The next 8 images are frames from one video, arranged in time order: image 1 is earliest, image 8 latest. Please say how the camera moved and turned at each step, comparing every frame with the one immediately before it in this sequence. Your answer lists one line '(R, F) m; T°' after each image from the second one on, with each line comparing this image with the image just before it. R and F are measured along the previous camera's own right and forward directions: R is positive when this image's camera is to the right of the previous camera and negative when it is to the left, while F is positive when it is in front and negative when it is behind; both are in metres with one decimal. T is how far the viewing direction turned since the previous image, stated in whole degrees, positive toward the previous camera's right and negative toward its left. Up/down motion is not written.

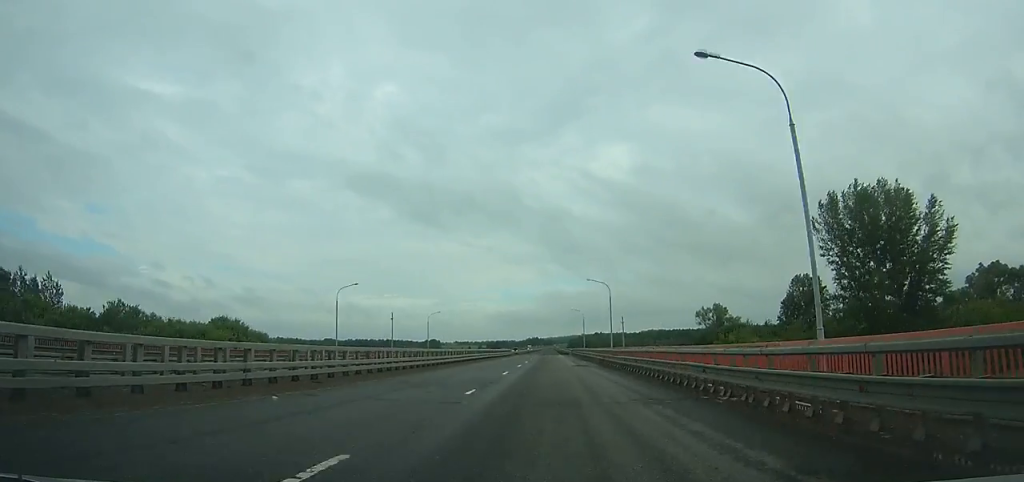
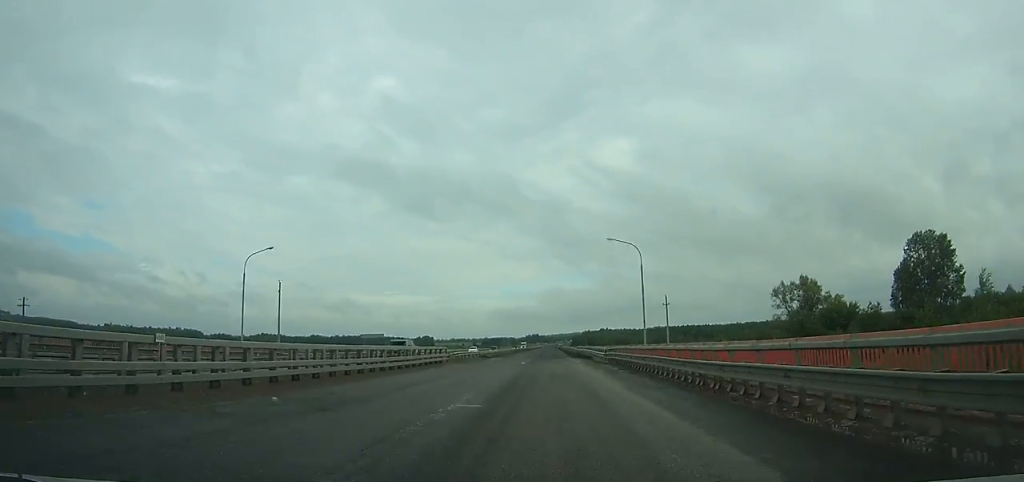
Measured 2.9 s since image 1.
(+0.3, +68.8) m; 0°
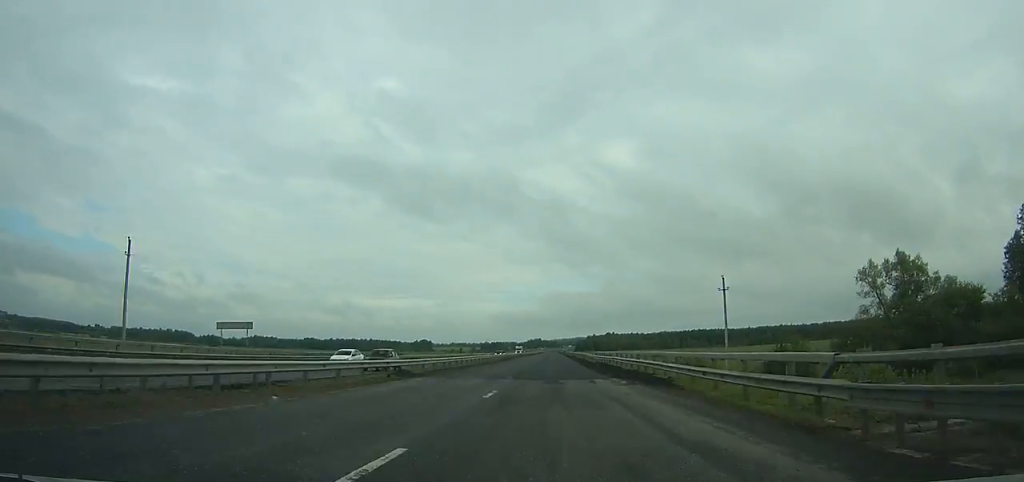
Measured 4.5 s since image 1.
(-0.1, +37.8) m; 0°
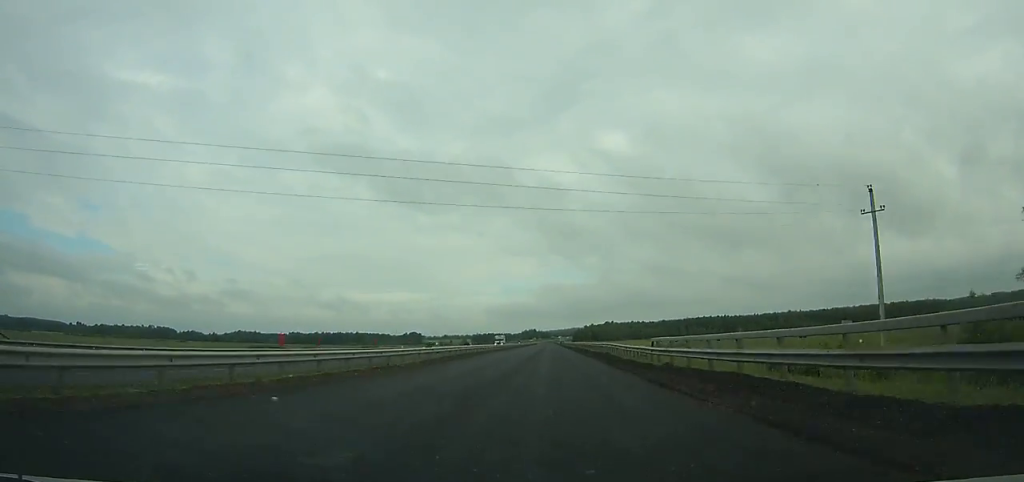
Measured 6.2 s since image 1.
(0.0, +40.3) m; 0°
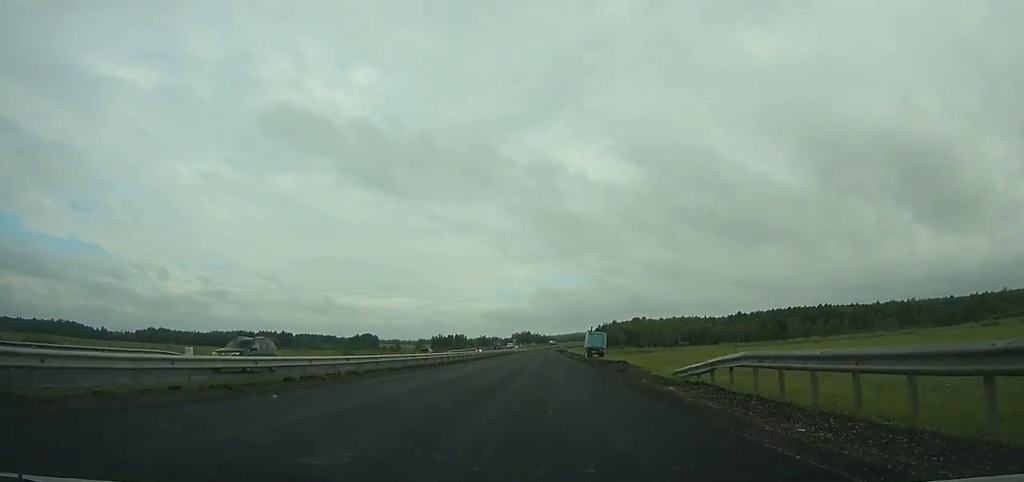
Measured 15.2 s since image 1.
(0.0, +217.0) m; 0°
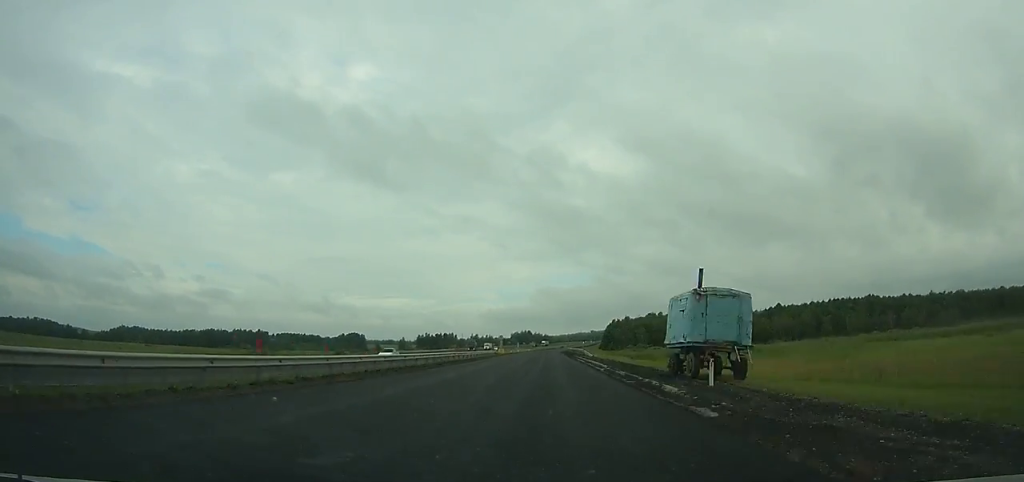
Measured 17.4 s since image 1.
(+0.1, +53.7) m; 0°
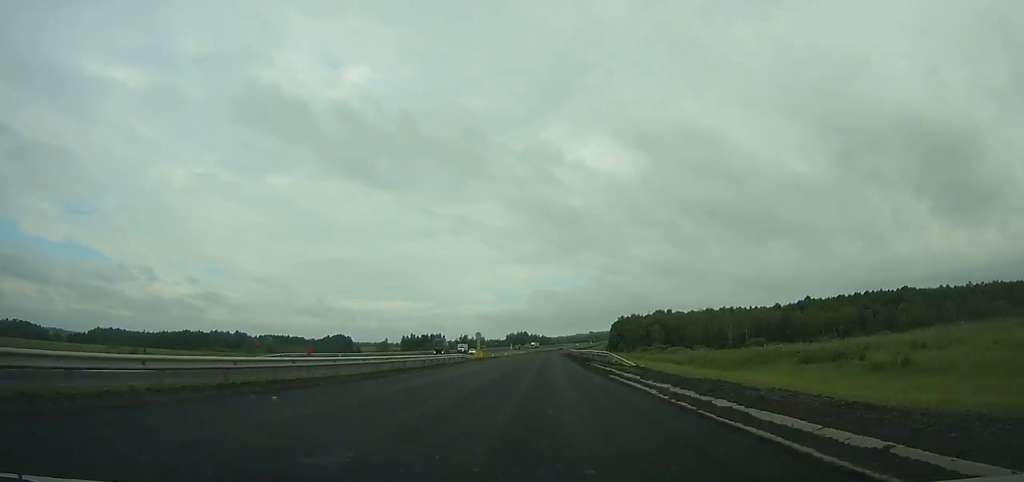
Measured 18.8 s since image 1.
(0.0, +34.1) m; 0°
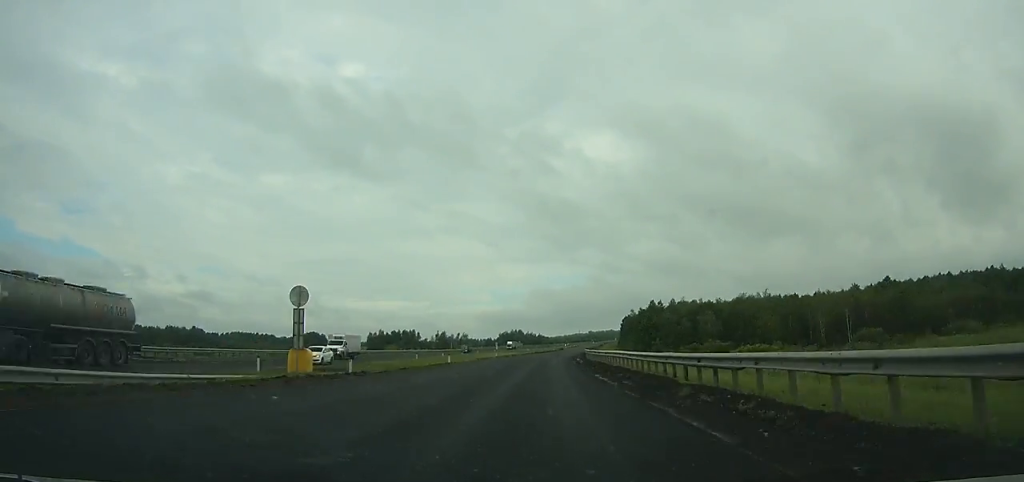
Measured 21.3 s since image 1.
(0.0, +60.8) m; +1°
